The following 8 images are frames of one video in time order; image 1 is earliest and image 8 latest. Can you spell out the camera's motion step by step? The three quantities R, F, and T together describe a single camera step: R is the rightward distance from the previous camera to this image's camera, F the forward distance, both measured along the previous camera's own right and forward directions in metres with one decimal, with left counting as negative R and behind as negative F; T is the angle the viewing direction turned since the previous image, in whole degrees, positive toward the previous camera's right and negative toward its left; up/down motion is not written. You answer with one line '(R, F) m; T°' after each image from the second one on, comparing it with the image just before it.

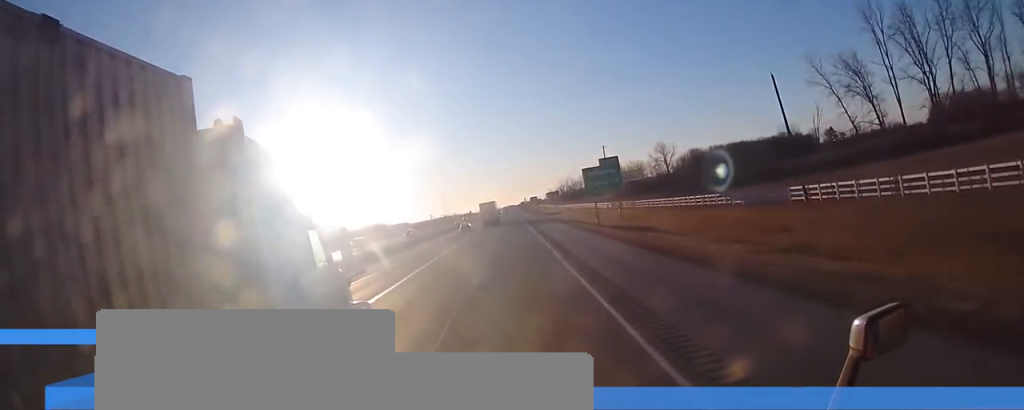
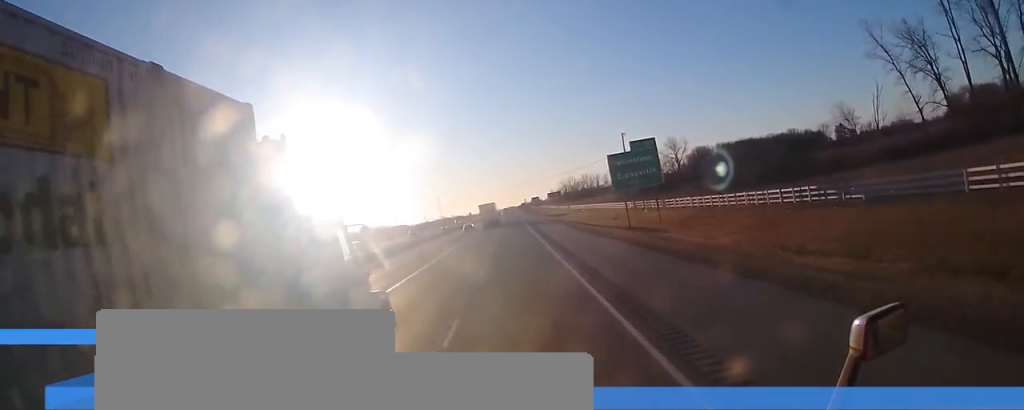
(-0.2, +20.2) m; 0°
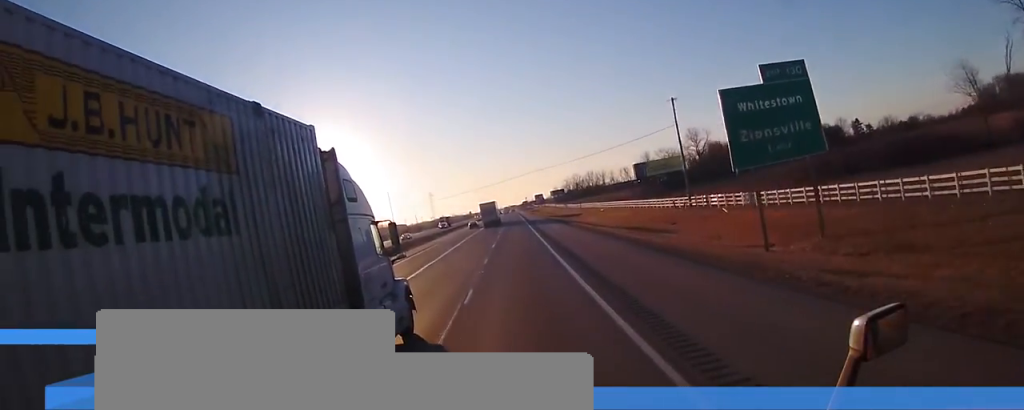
(+0.6, +30.8) m; +1°
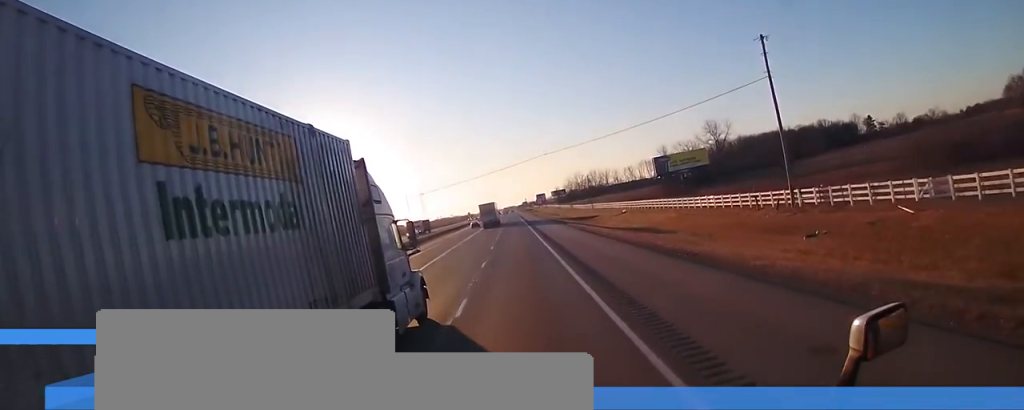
(0.0, +26.0) m; 0°
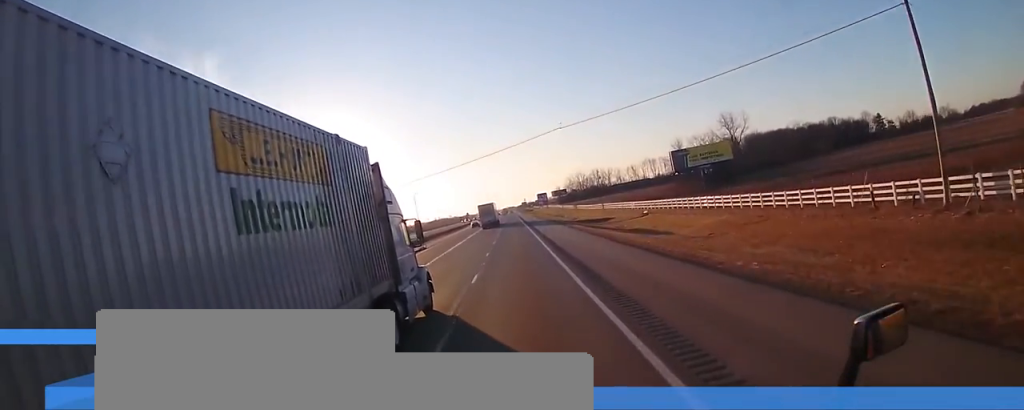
(0.0, +16.9) m; 0°
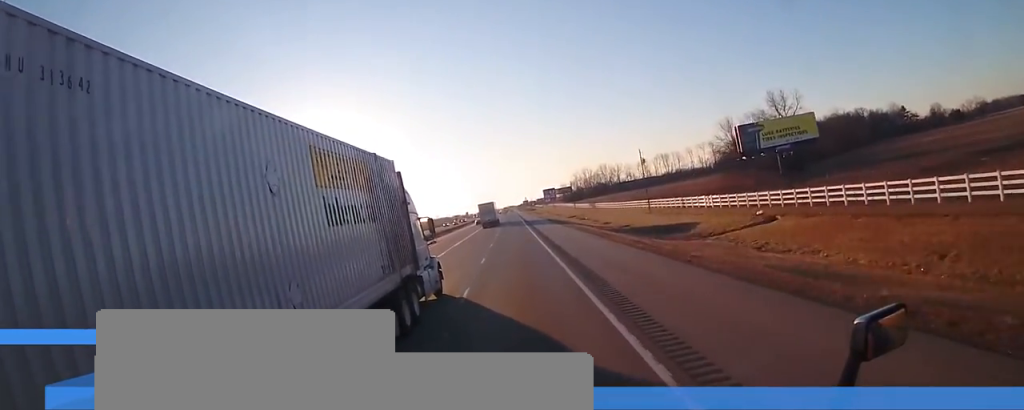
(-0.3, +40.5) m; 0°
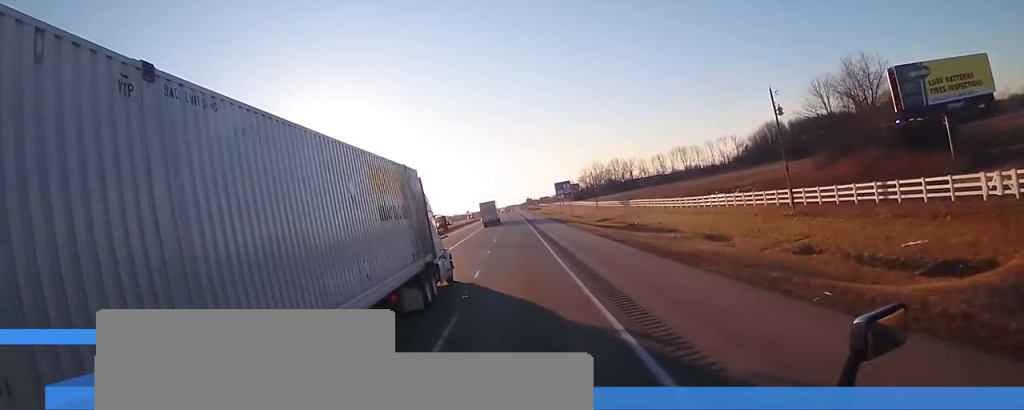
(0.0, +43.3) m; 0°
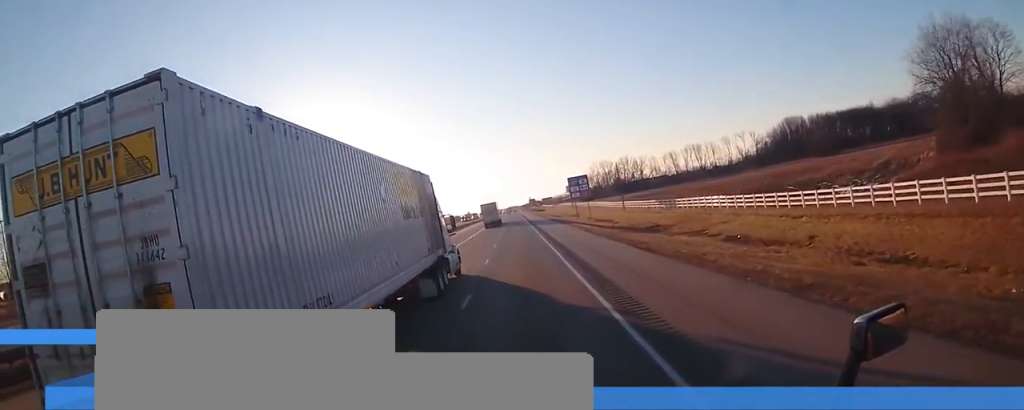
(+0.1, +31.2) m; -1°
